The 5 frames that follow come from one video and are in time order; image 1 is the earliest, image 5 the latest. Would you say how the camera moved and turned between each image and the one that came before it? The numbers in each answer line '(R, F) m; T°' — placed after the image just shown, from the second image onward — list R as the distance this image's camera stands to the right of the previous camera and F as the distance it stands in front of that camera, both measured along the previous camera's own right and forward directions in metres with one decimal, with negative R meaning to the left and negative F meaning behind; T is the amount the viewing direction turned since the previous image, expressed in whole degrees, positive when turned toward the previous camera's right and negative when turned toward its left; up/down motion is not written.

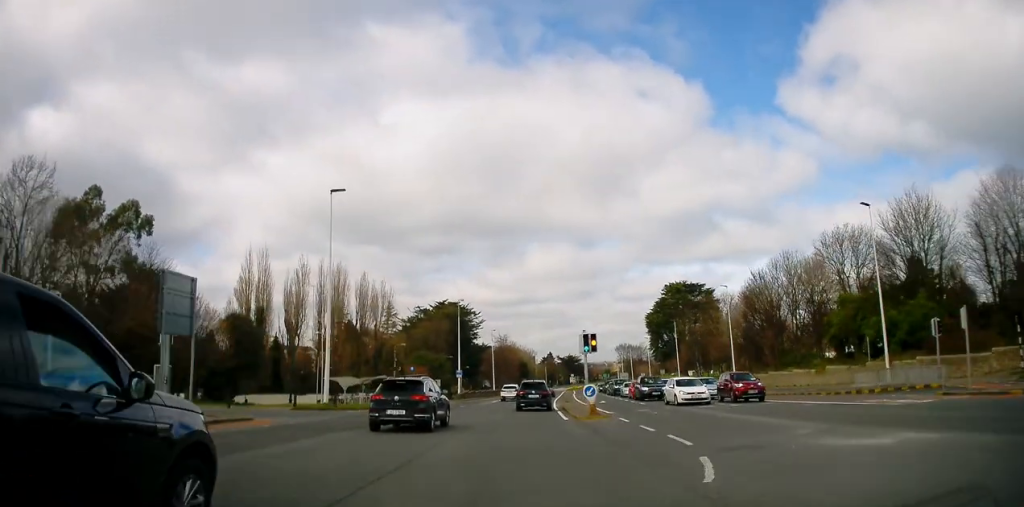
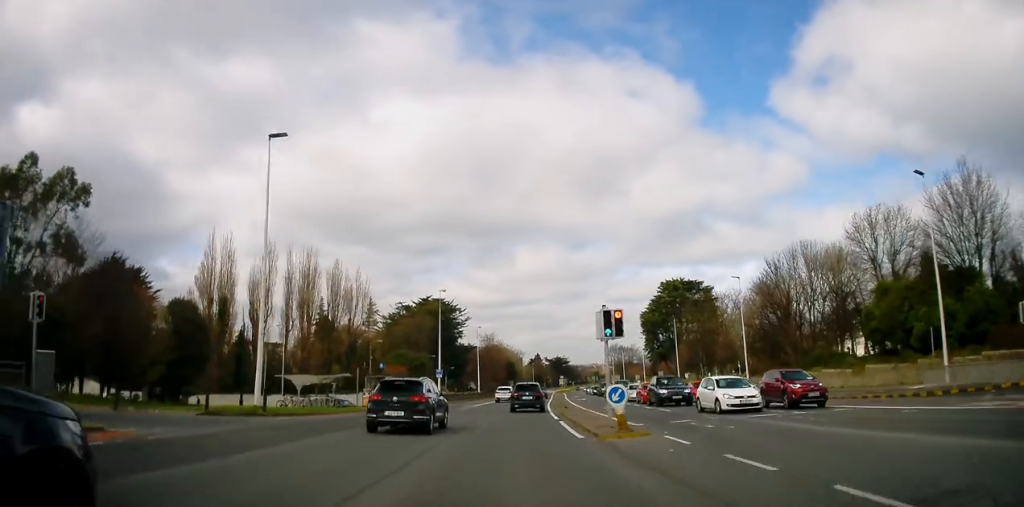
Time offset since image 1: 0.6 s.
(0.0, +7.2) m; +1°
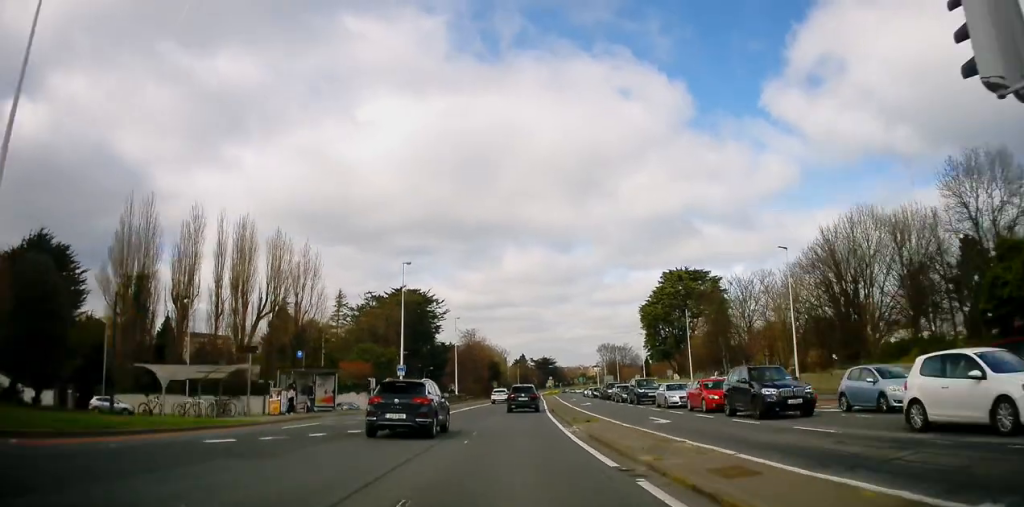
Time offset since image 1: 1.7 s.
(+0.1, +13.9) m; +2°
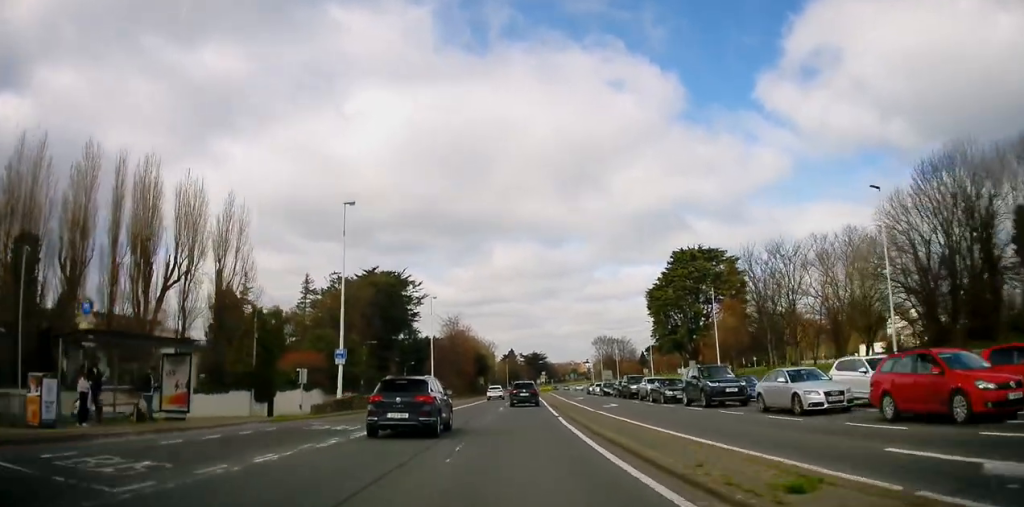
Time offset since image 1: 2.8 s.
(+0.5, +15.4) m; +2°
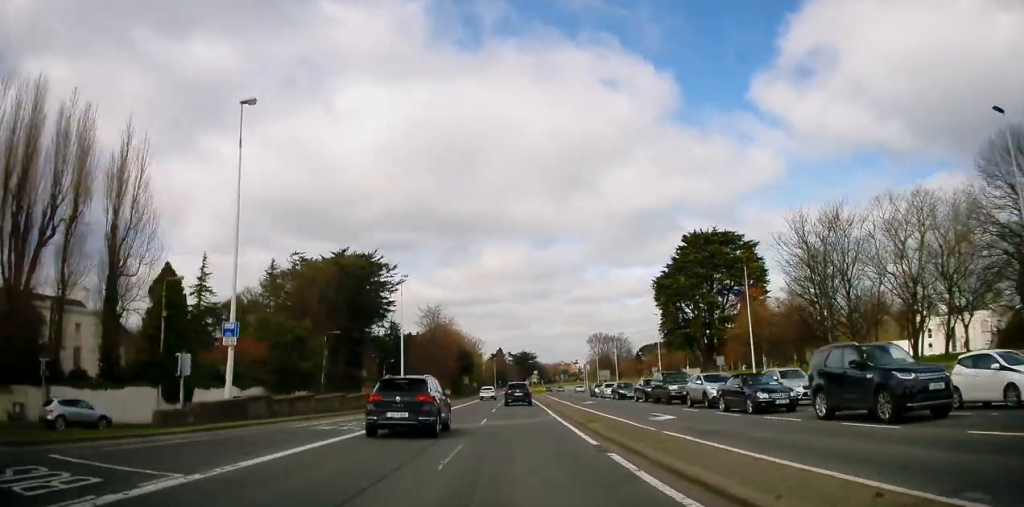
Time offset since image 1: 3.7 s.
(0.0, +12.6) m; +1°
